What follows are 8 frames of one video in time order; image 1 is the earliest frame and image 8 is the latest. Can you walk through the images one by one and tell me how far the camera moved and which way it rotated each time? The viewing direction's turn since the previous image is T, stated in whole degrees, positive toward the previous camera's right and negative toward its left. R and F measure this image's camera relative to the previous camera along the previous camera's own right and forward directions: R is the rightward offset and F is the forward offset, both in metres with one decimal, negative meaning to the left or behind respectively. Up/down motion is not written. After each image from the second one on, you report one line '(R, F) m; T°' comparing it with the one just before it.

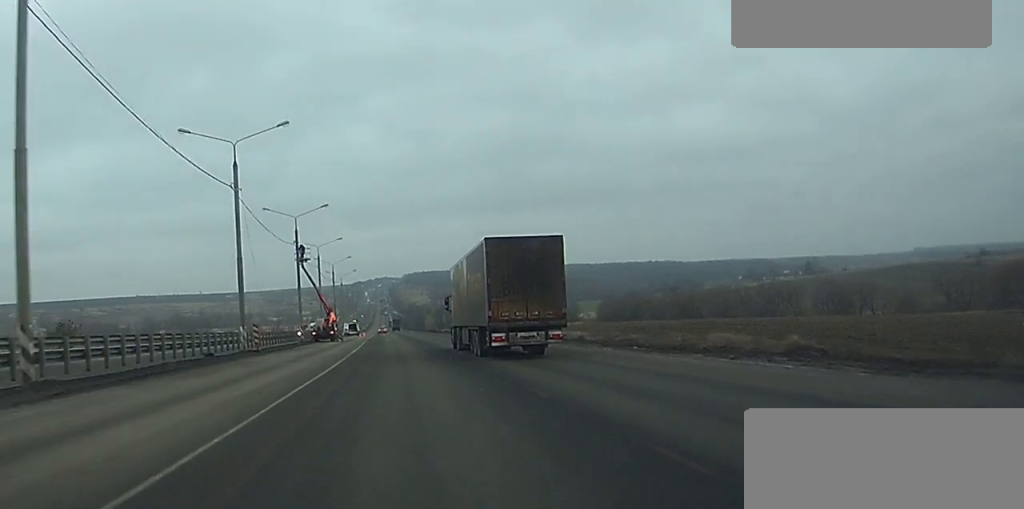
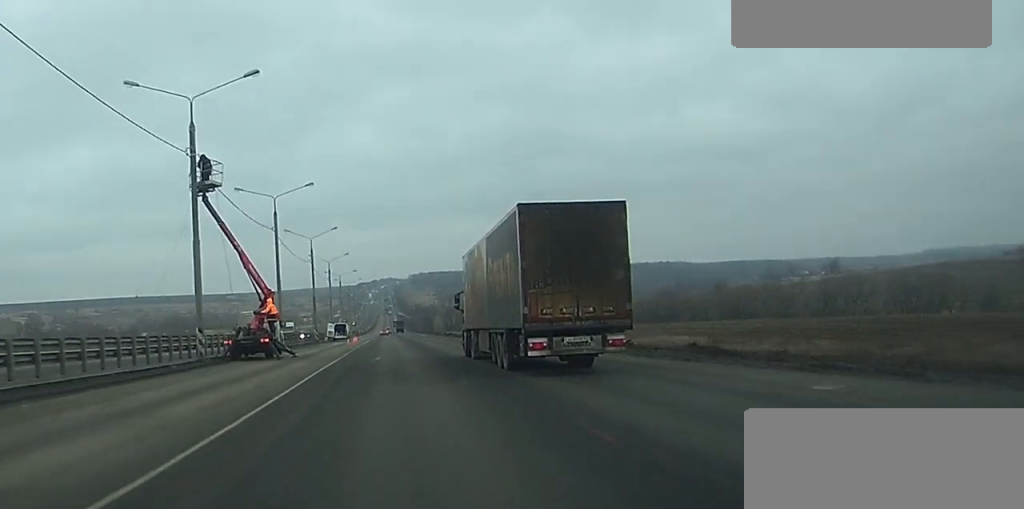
(0.0, +45.8) m; 0°
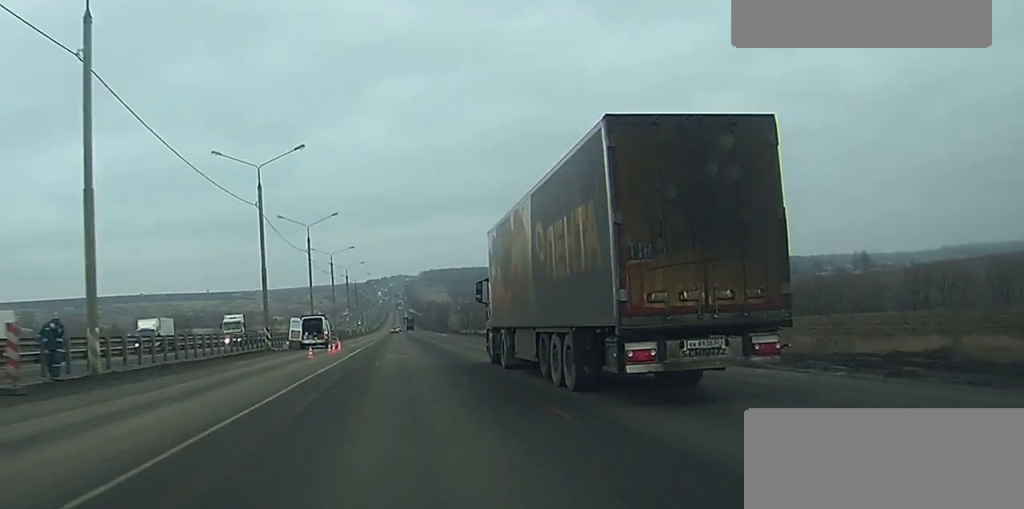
(-0.1, +46.0) m; -1°
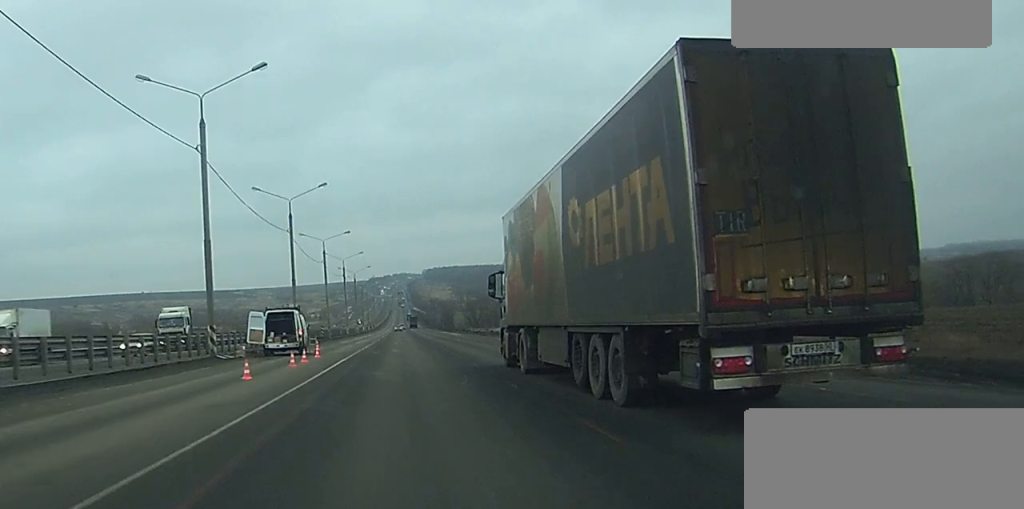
(-0.1, +18.4) m; 0°
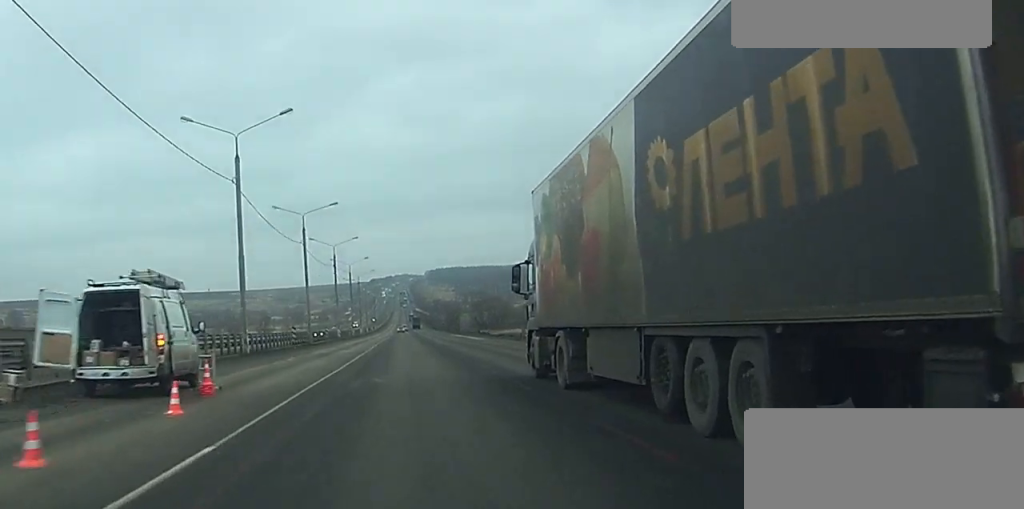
(0.0, +25.9) m; 0°
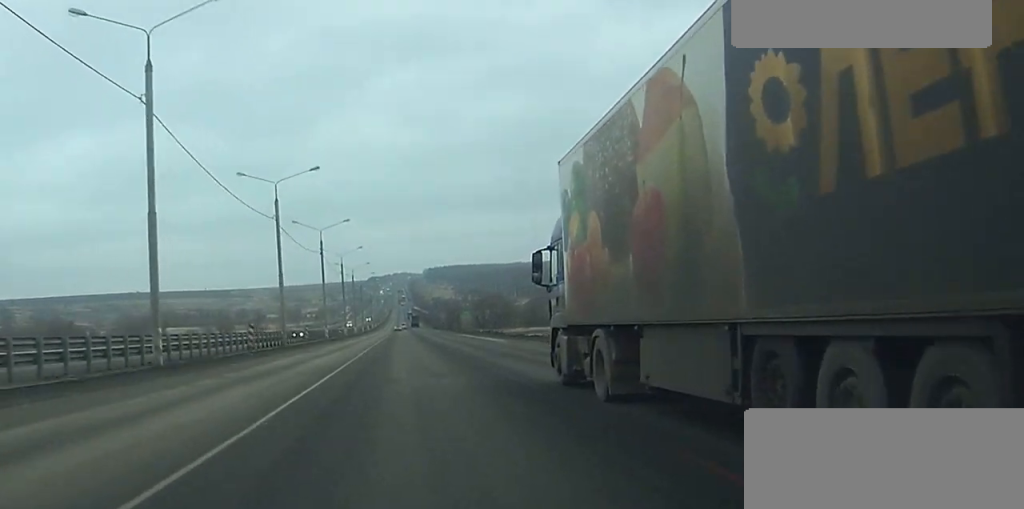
(0.0, +17.6) m; 0°
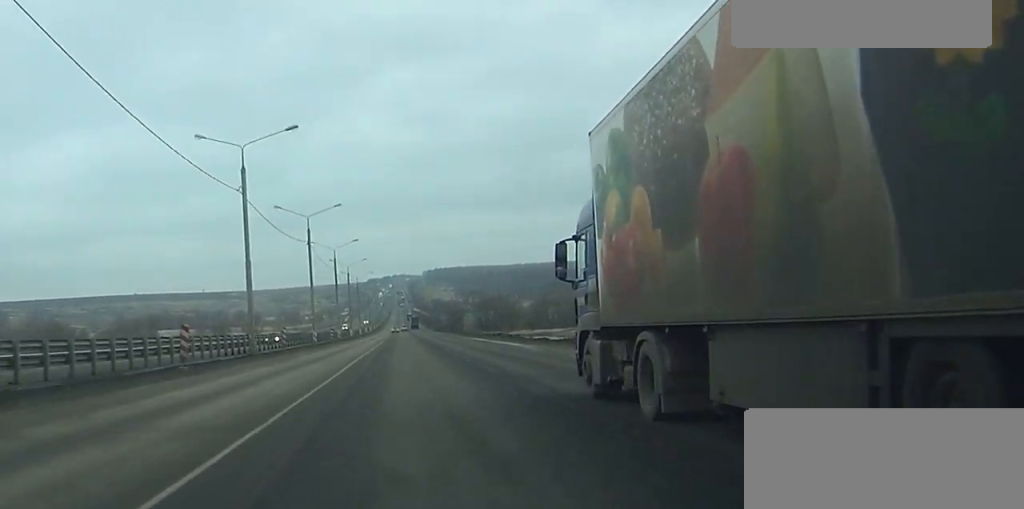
(0.0, +13.9) m; 0°
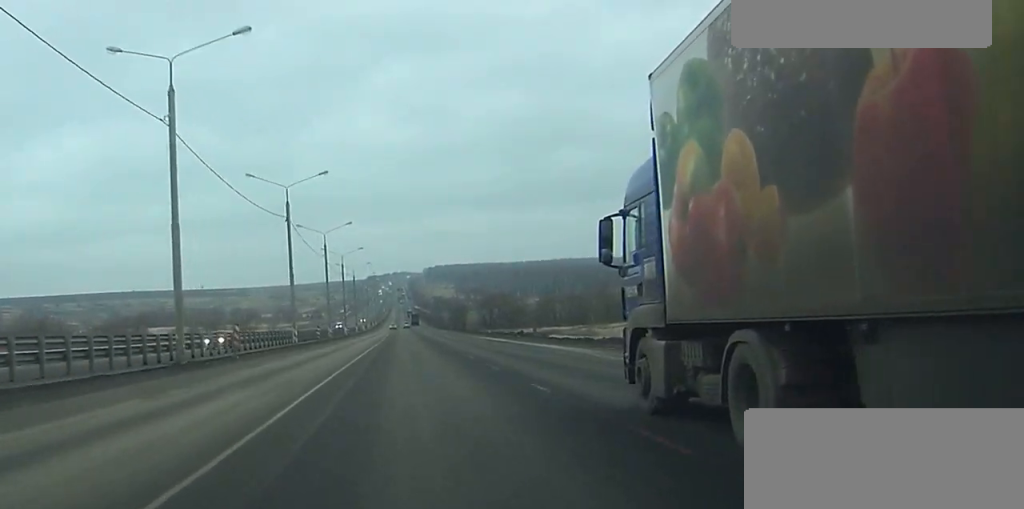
(0.0, +16.7) m; 0°
